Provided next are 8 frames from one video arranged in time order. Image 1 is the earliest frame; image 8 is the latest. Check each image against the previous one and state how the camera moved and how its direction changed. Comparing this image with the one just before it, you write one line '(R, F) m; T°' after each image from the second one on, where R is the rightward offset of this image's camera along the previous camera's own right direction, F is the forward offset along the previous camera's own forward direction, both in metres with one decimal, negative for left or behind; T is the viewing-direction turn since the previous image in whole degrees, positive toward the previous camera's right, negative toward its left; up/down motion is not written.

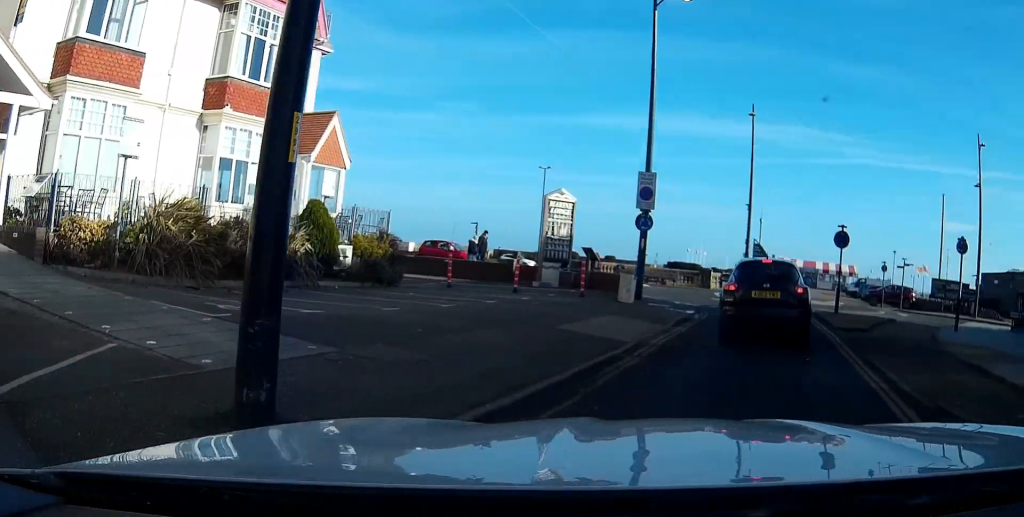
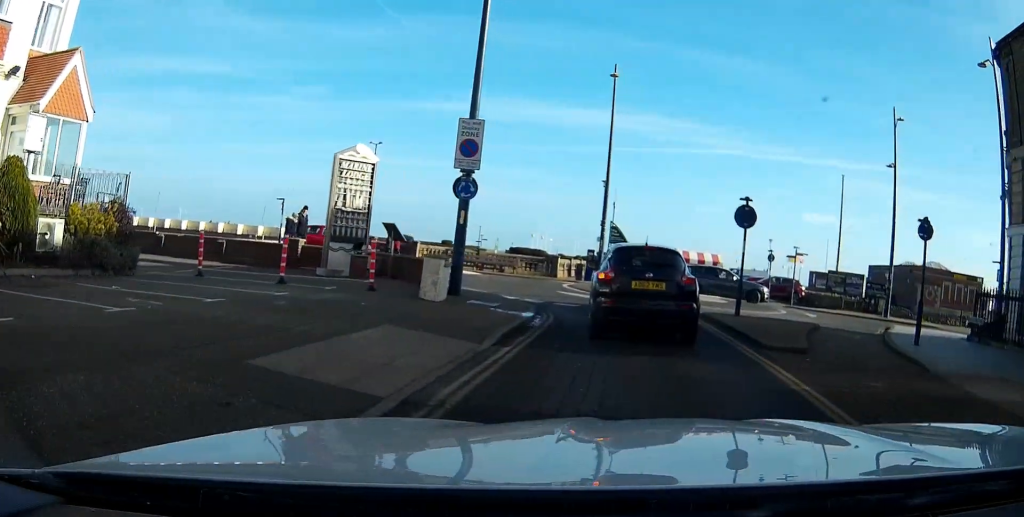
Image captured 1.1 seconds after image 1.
(+0.4, +6.2) m; +9°
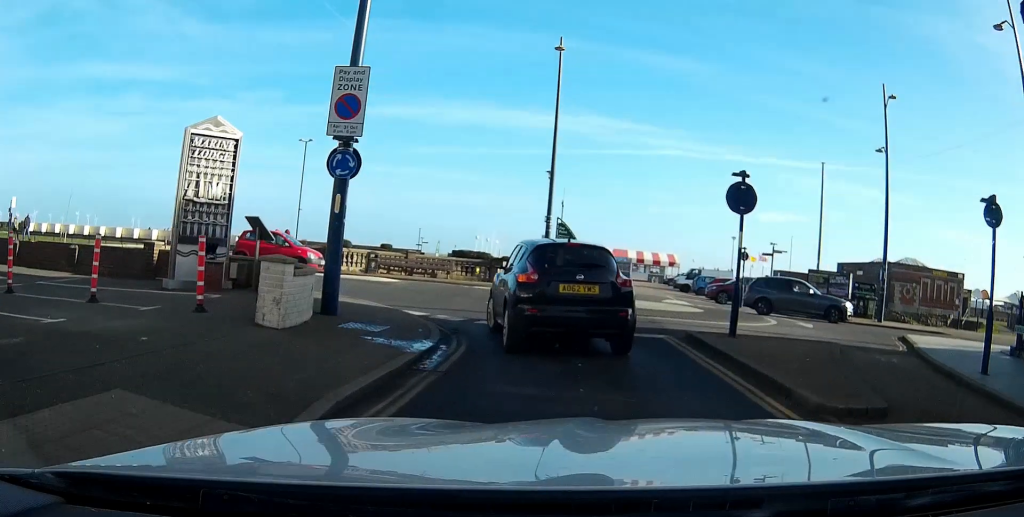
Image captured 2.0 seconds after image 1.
(+0.3, +4.7) m; +5°
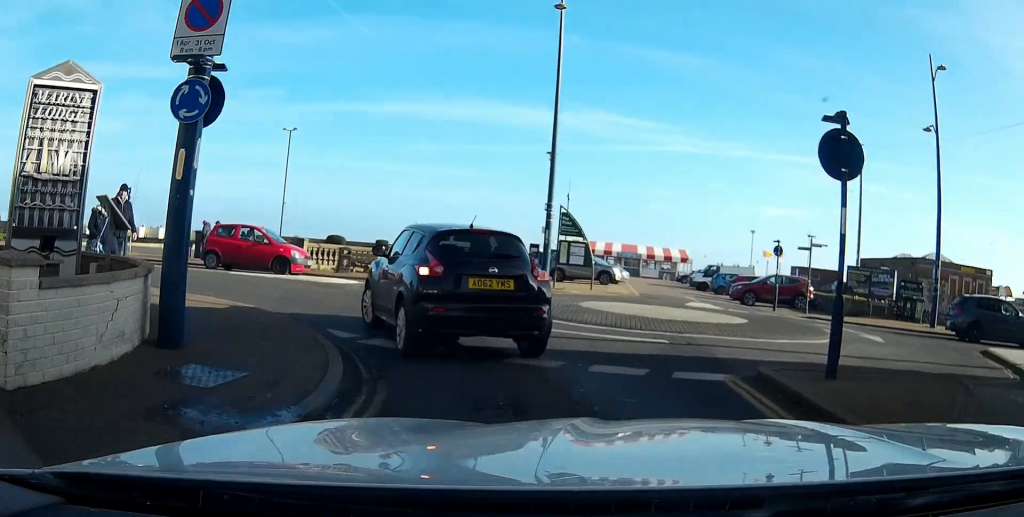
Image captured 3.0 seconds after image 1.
(+0.1, +4.6) m; -3°
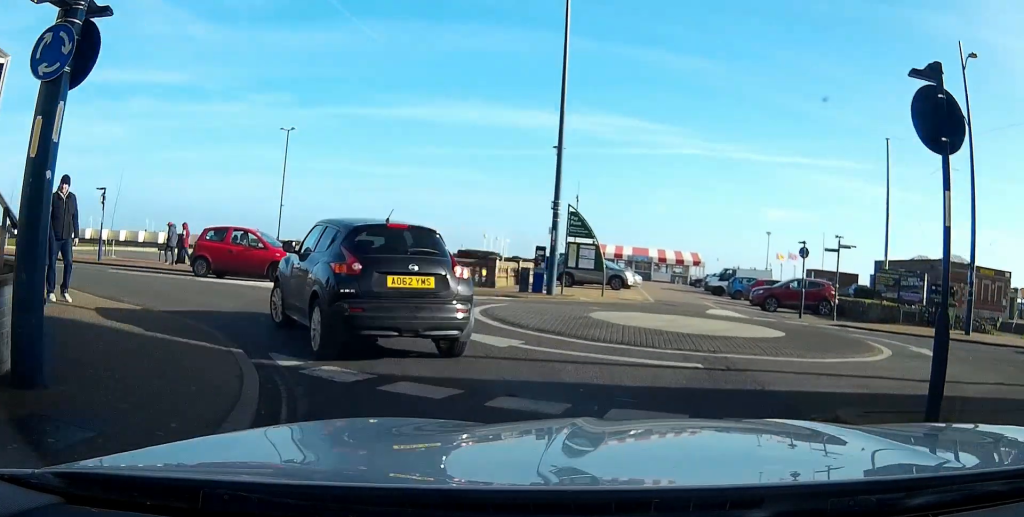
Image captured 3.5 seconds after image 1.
(0.0, +2.2) m; -4°
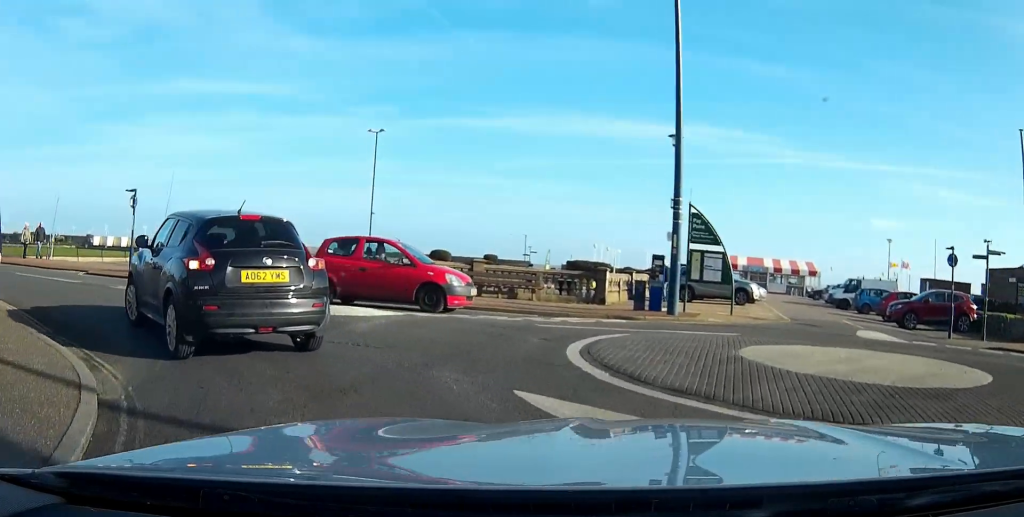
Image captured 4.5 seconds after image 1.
(-0.4, +4.1) m; -21°
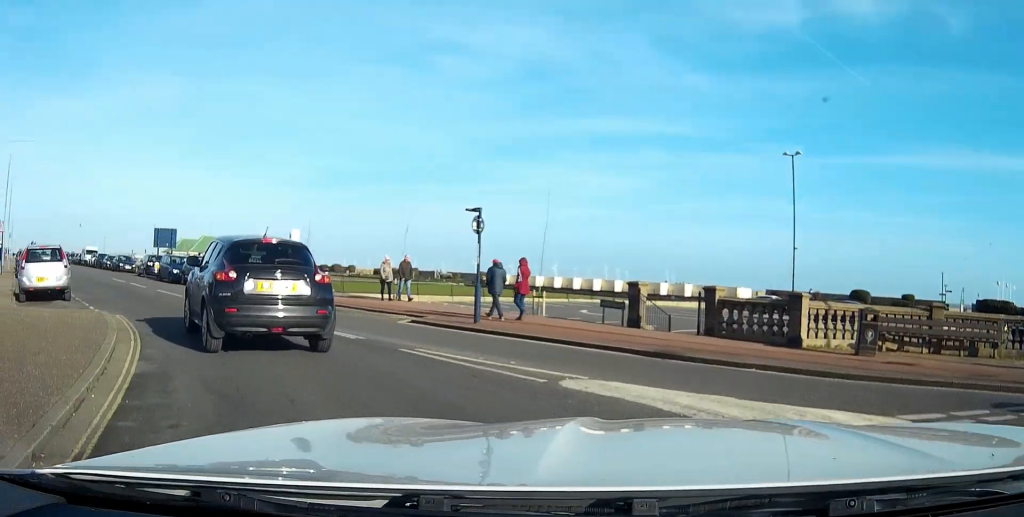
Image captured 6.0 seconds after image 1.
(-2.5, +5.9) m; -36°
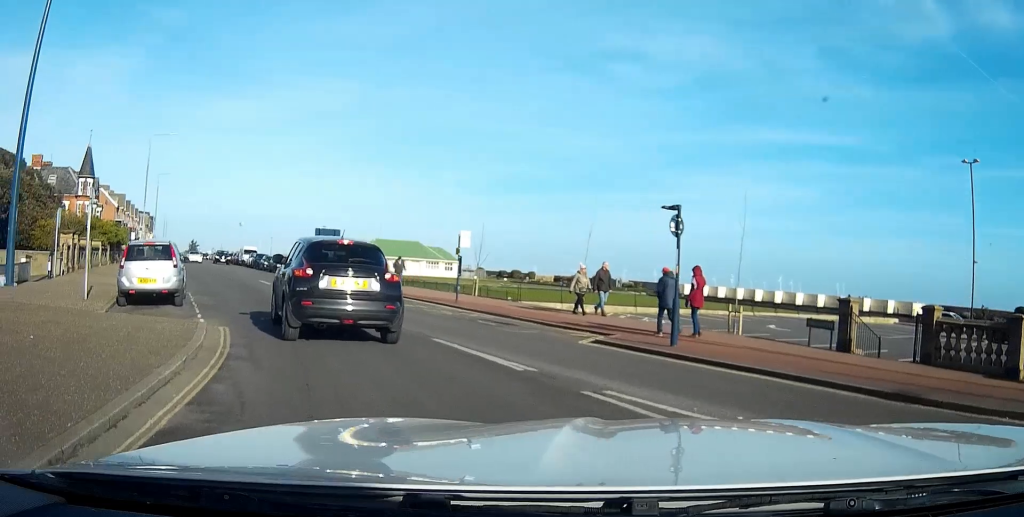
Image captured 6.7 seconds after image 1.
(-0.1, +3.0) m; -10°
